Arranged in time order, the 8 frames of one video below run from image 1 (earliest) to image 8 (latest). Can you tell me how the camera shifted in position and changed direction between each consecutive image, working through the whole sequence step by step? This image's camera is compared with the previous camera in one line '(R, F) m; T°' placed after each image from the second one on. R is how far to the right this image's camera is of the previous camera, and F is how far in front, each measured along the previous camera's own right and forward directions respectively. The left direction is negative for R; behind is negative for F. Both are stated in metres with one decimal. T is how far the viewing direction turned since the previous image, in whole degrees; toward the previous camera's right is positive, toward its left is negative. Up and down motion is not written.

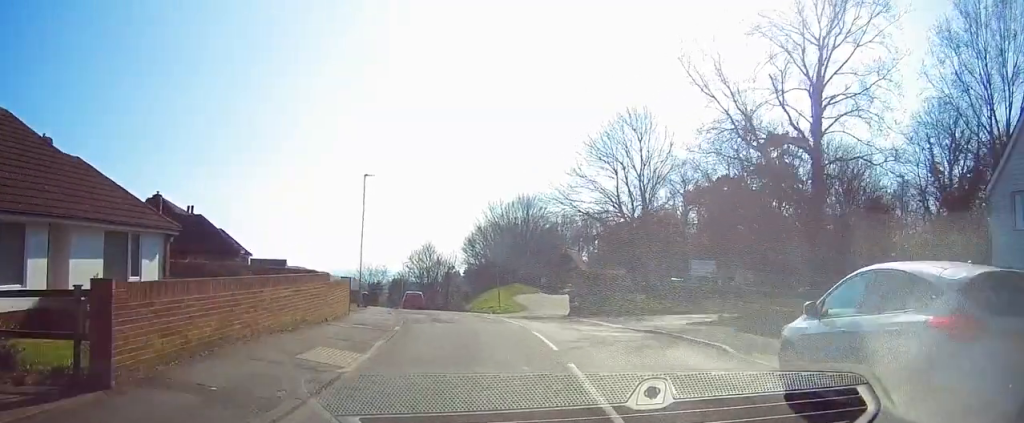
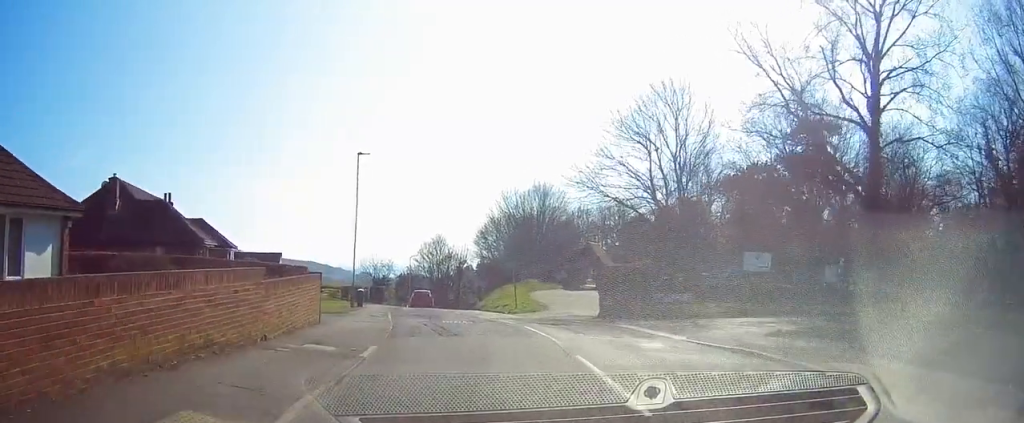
(+0.1, +5.6) m; 0°
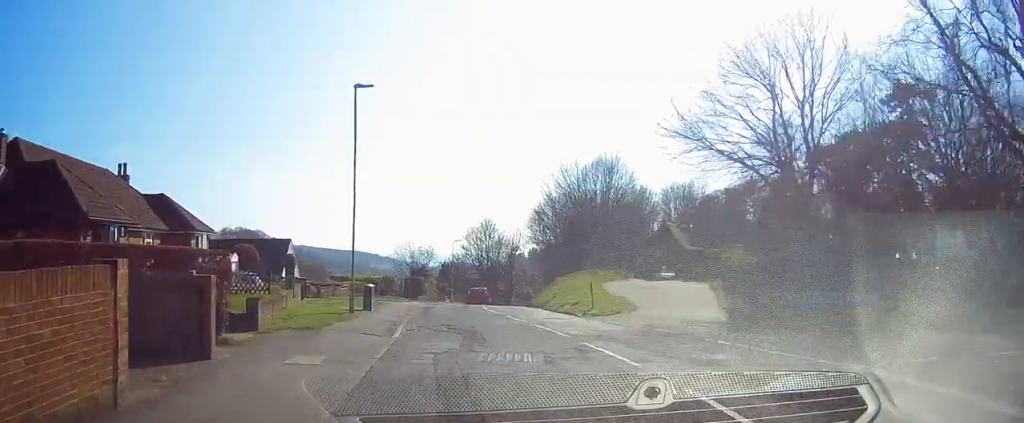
(-0.4, +11.7) m; -5°
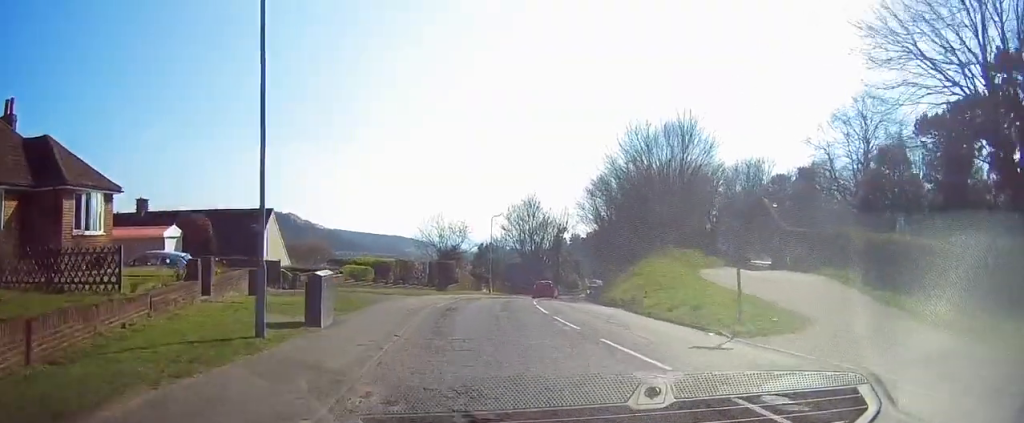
(-0.6, +13.1) m; -2°
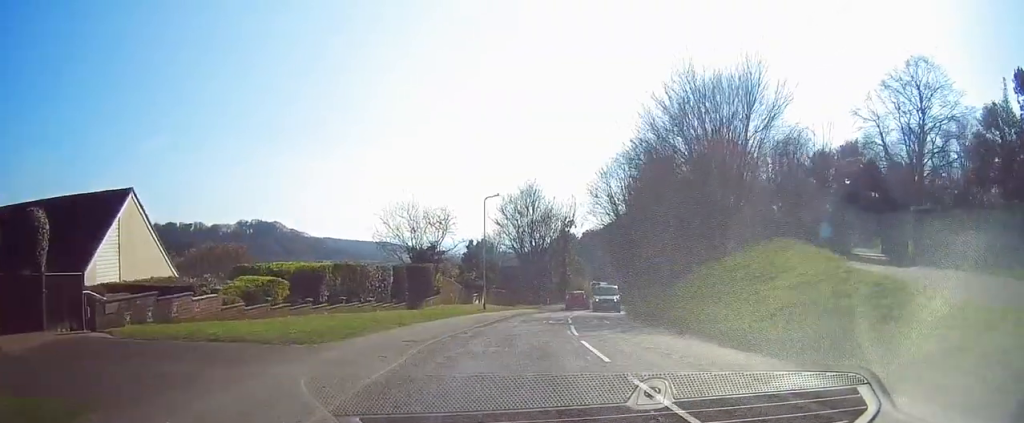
(+0.2, +15.8) m; +1°
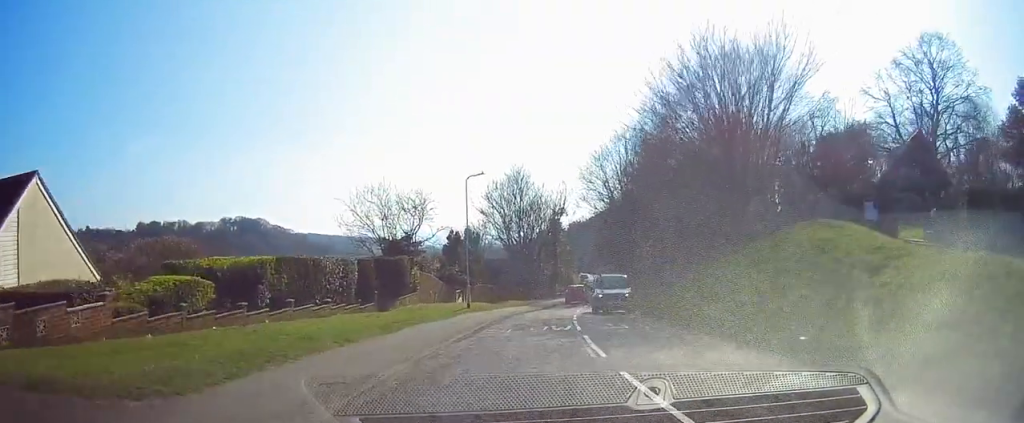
(0.0, +5.5) m; +1°
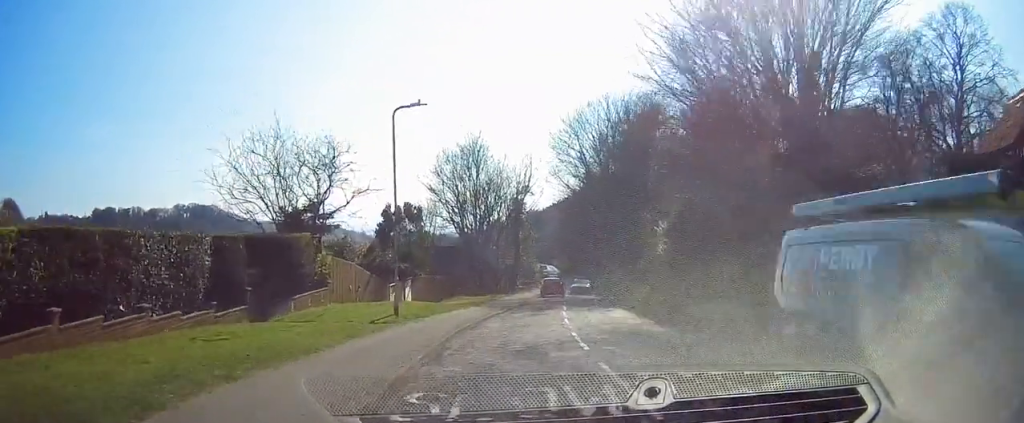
(+0.2, +11.1) m; +3°
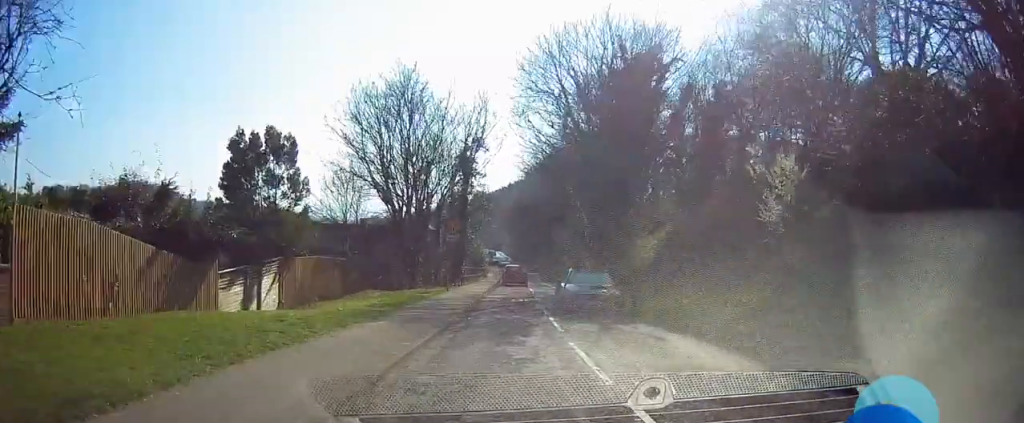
(+0.7, +15.6) m; +4°
